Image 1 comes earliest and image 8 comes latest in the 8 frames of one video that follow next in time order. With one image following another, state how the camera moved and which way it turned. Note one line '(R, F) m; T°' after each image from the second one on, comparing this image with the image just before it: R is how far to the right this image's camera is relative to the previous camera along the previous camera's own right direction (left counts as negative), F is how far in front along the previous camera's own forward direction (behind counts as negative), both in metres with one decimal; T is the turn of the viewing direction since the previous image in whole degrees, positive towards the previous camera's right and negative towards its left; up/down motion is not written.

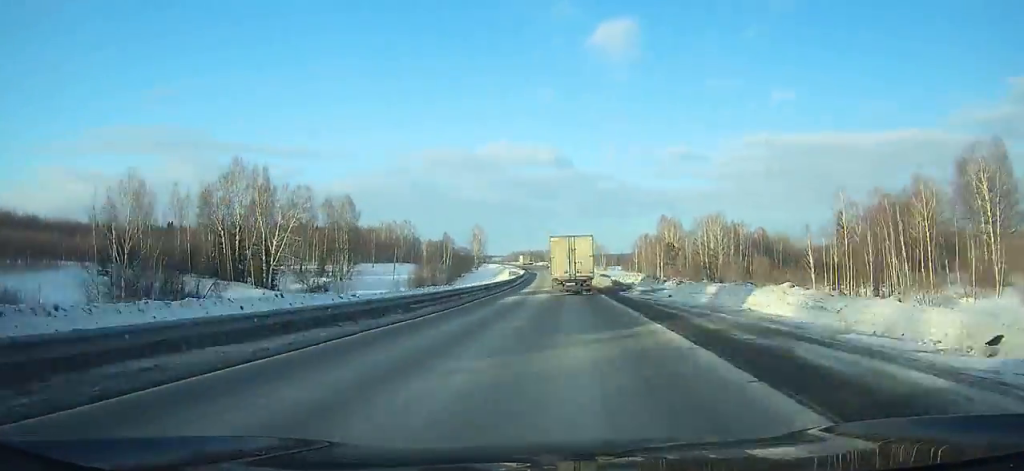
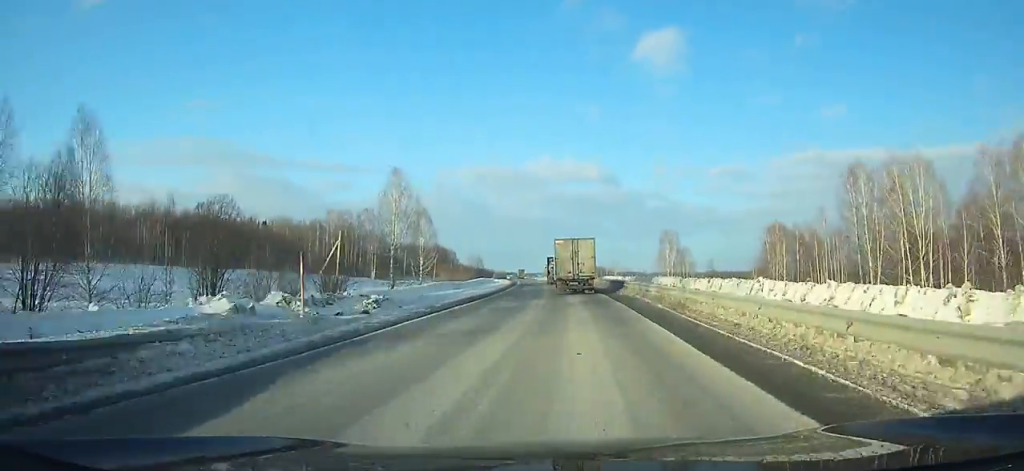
(-7.6, +126.7) m; -6°
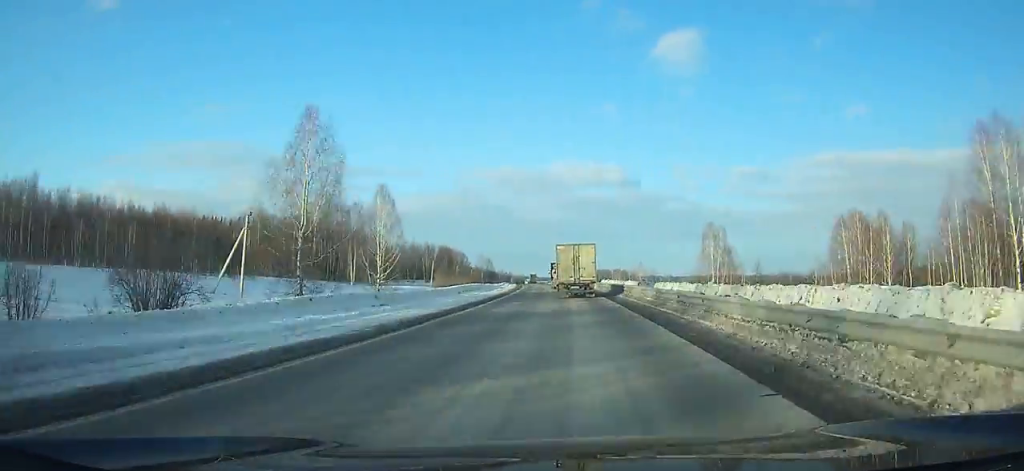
(-0.2, +30.1) m; -1°
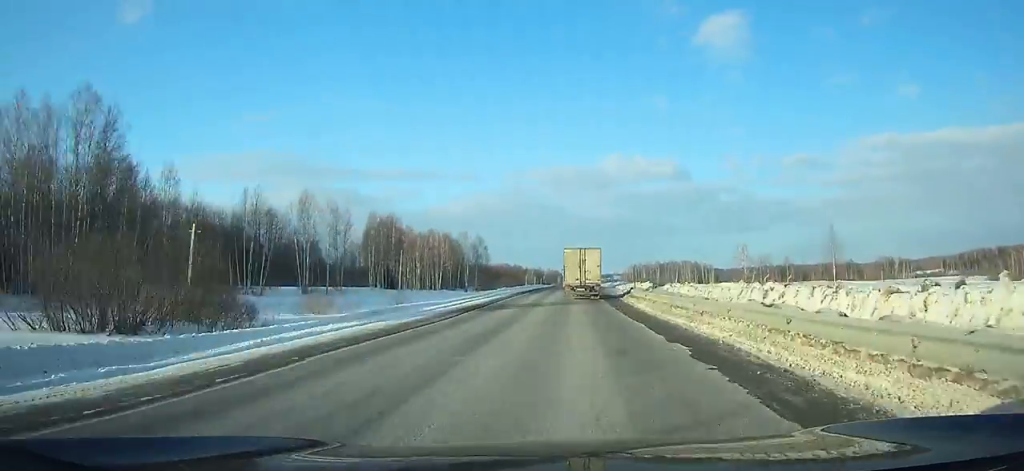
(-5.8, +131.1) m; -4°
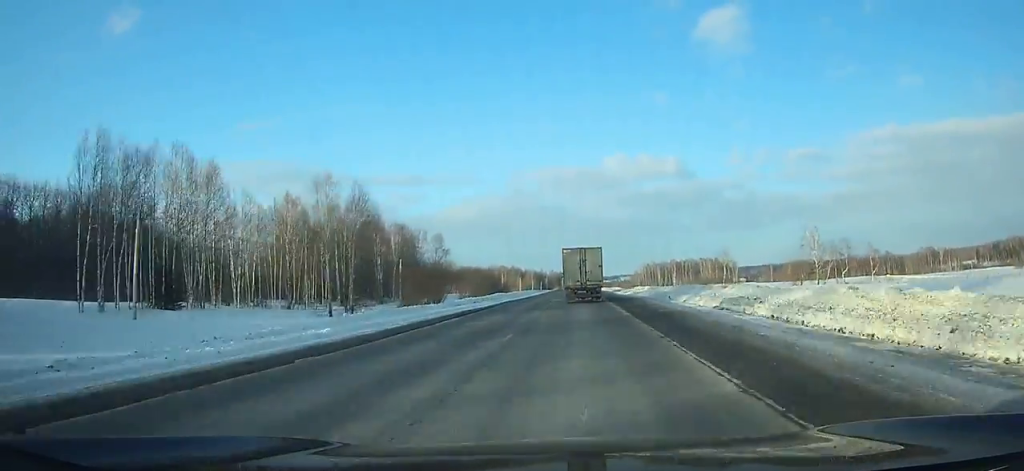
(-0.5, +66.7) m; -1°
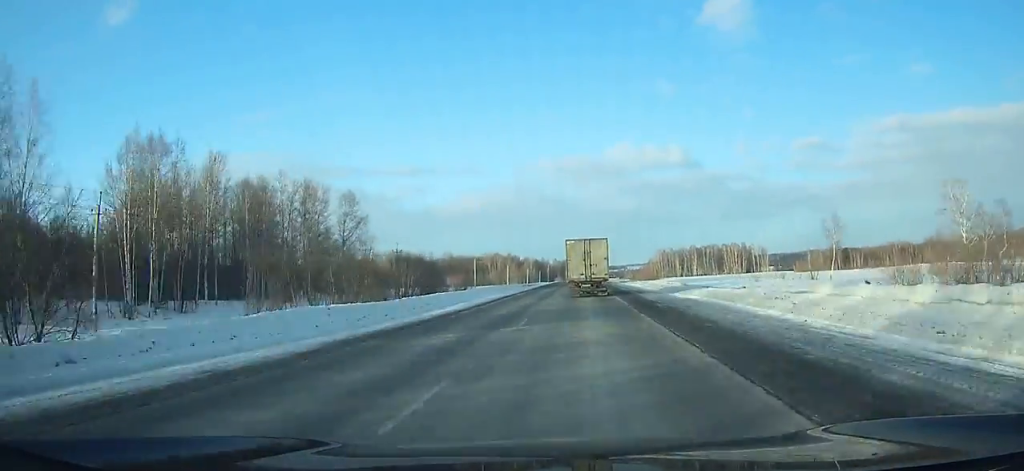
(-0.2, +68.7) m; 0°
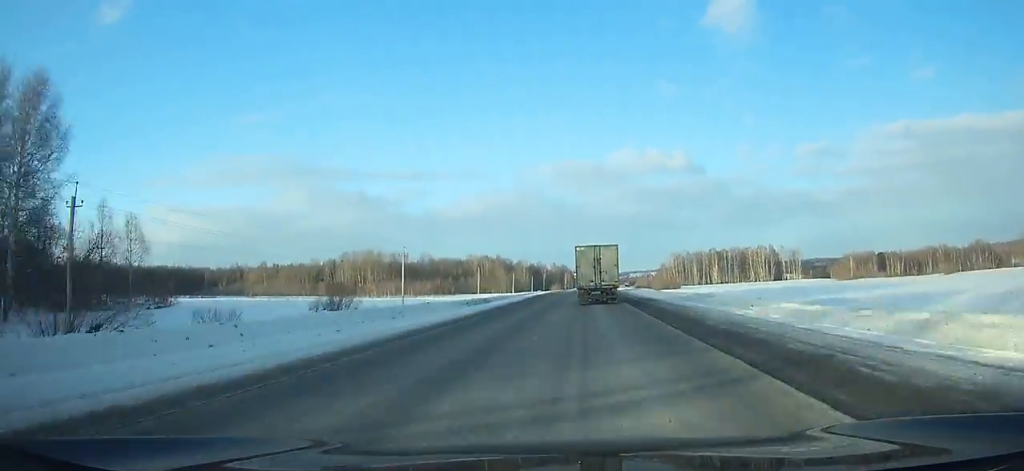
(+0.1, +63.2) m; 0°
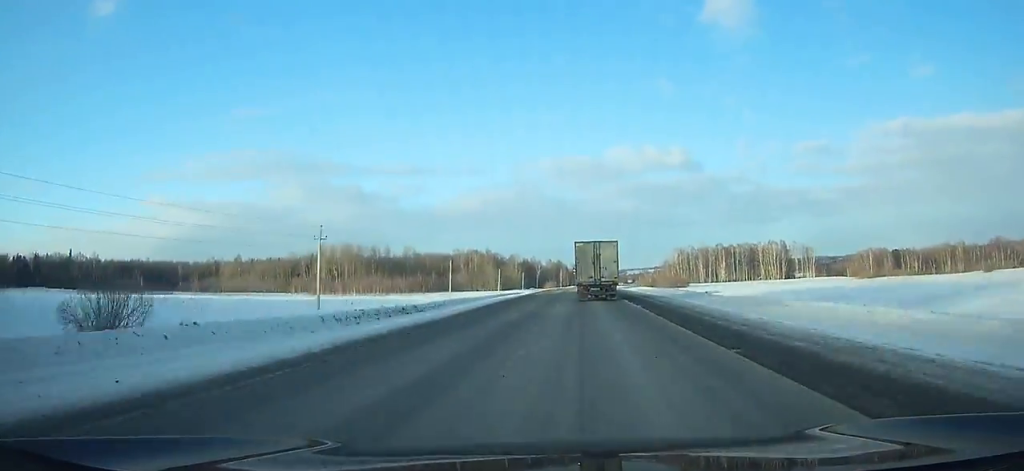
(+0.2, +27.8) m; 0°
